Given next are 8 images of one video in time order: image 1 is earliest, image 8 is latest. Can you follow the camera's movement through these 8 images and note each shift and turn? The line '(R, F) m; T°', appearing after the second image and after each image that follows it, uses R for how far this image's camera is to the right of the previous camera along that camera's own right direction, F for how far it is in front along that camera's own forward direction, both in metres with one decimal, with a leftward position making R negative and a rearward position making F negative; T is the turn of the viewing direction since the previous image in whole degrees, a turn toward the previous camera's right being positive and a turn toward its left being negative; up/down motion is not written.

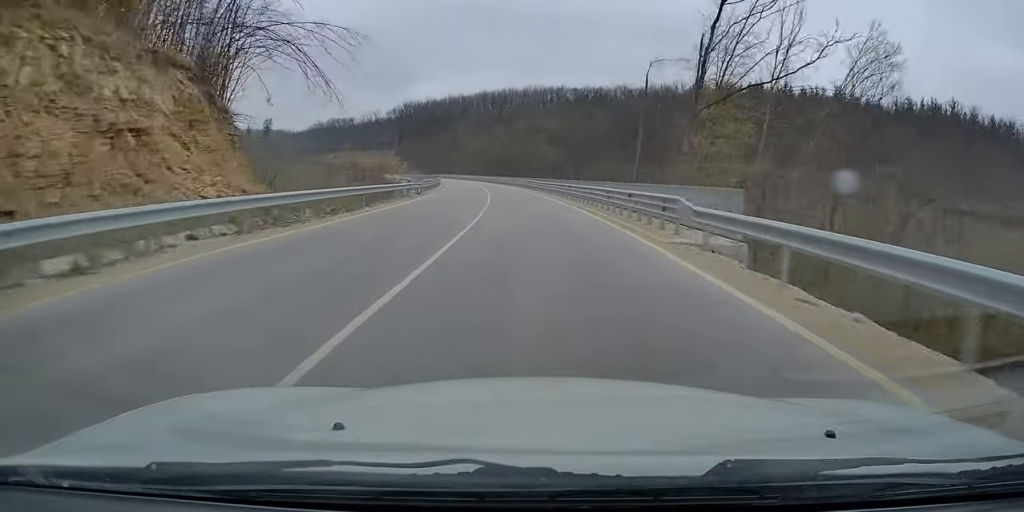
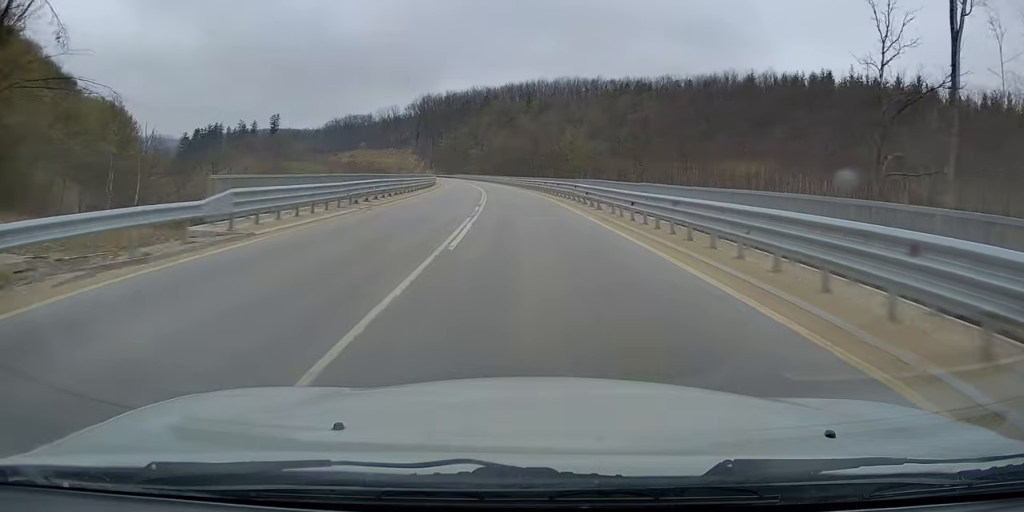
(-0.7, +32.7) m; -3°
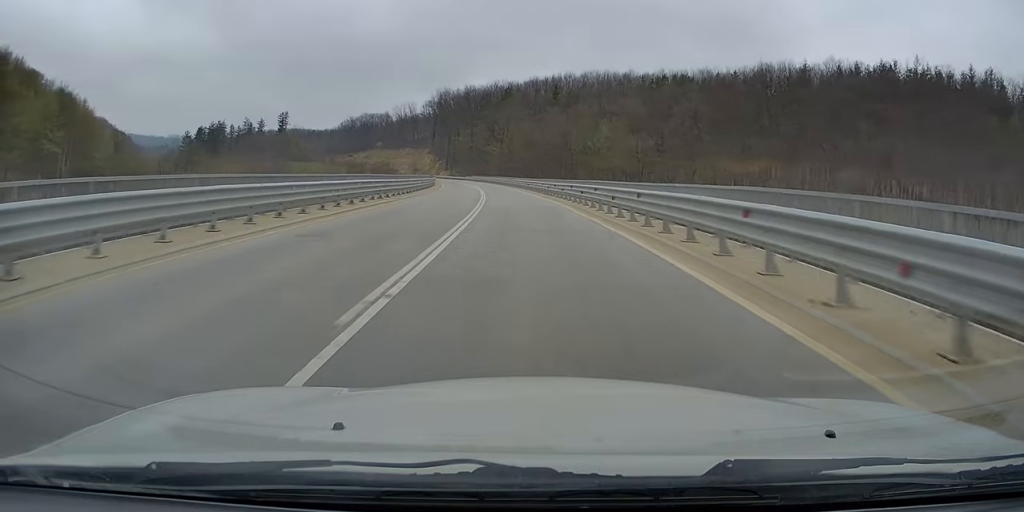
(-0.6, +22.8) m; -2°
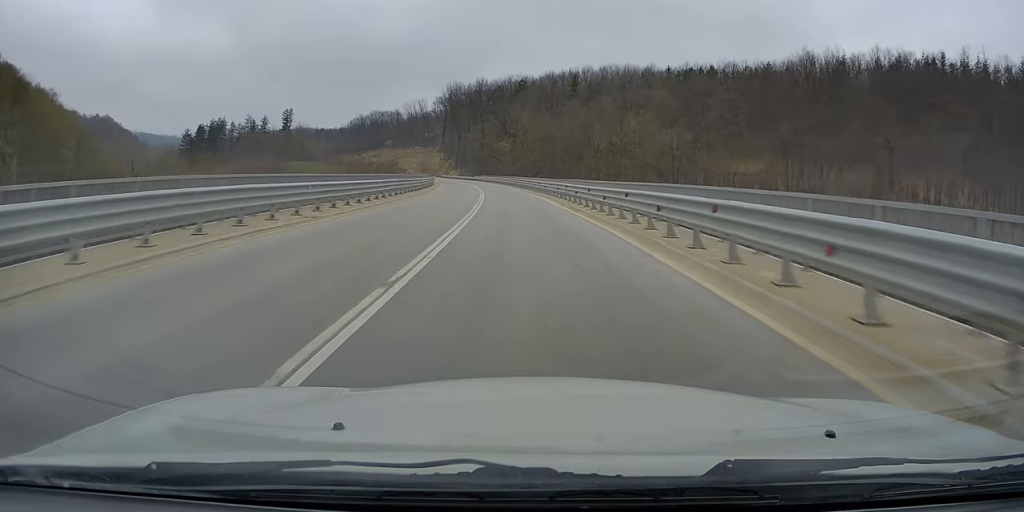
(-0.2, +14.6) m; -2°
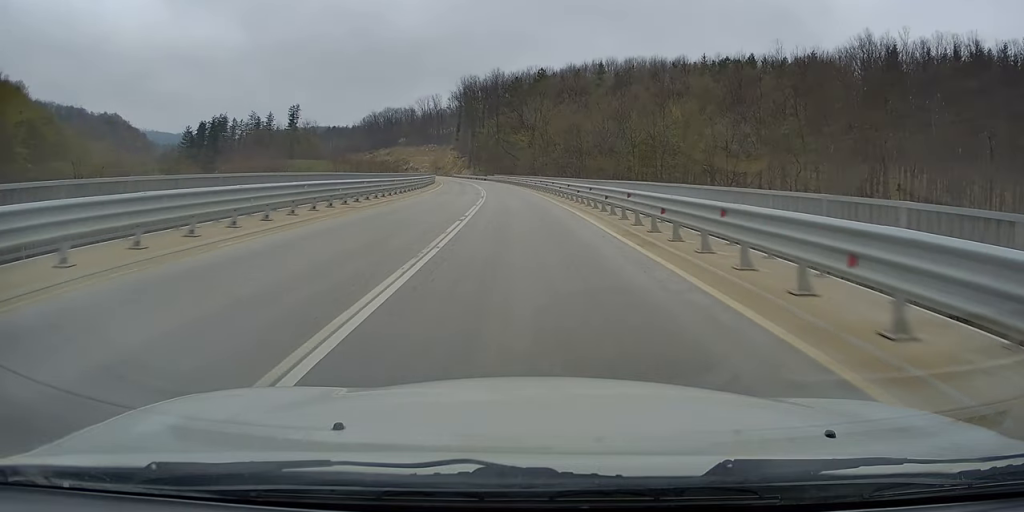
(-0.1, +16.5) m; -2°
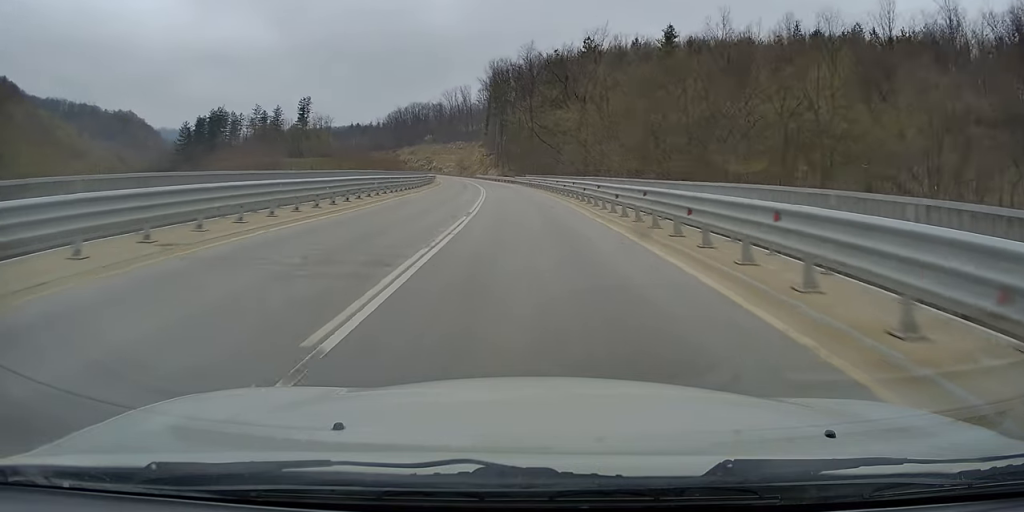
(-1.1, +34.1) m; -4°
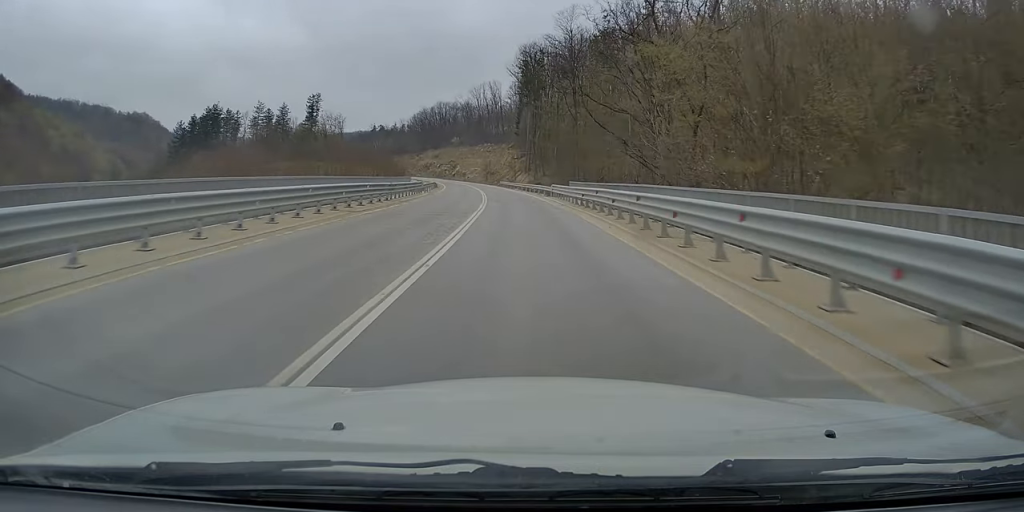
(-0.9, +30.5) m; -3°
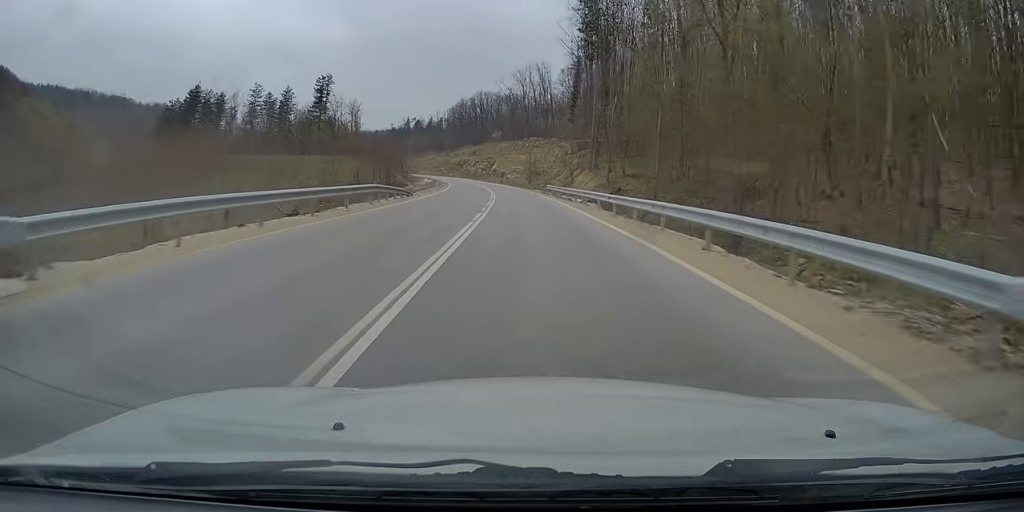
(-1.2, +42.7) m; -3°
